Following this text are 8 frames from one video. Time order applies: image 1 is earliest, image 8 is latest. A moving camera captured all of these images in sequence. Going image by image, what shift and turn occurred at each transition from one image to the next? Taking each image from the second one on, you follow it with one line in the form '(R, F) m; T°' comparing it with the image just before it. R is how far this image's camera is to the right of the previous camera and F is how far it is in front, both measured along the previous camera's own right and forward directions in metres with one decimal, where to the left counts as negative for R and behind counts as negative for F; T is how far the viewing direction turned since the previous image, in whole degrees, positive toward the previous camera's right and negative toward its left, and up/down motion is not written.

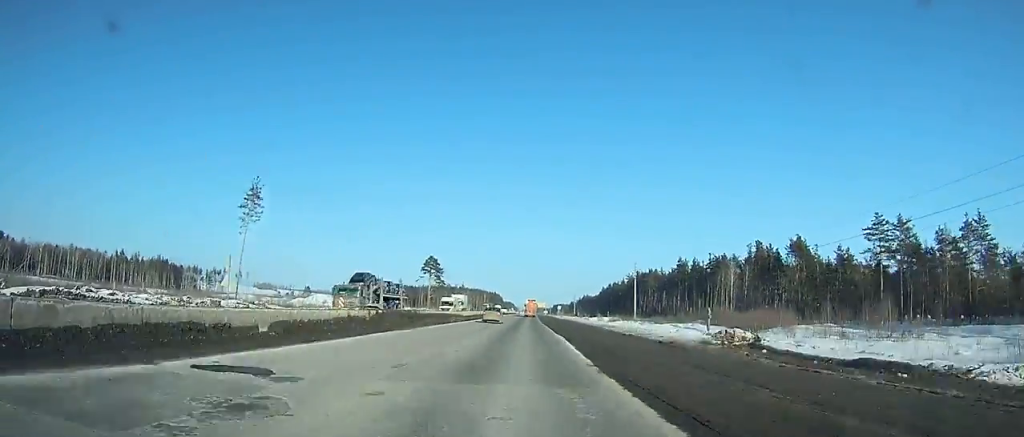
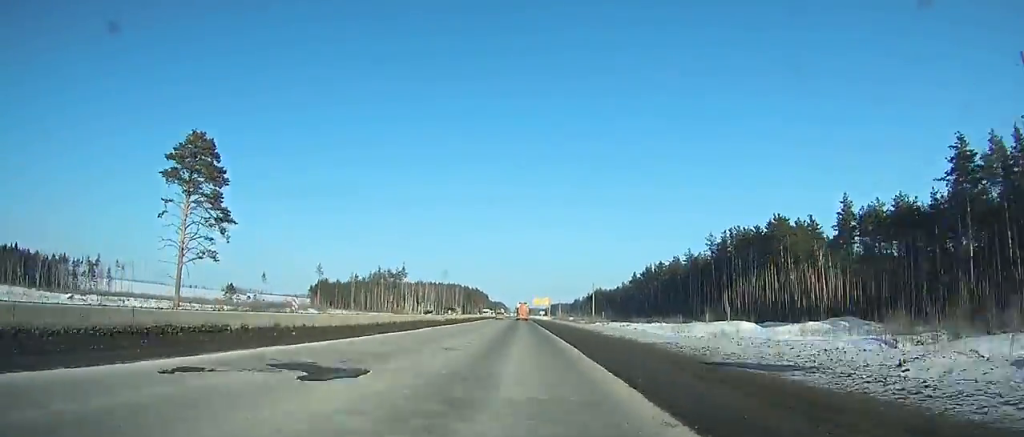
(0.0, +163.5) m; 0°
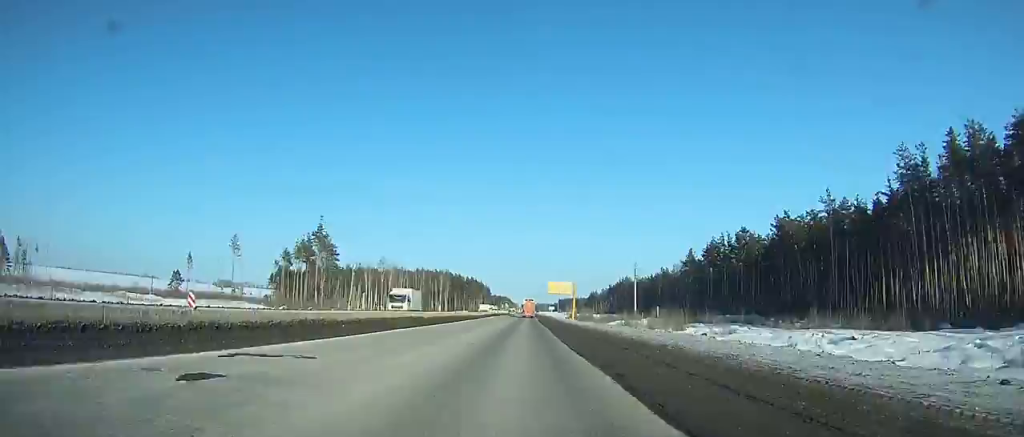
(-0.3, +91.9) m; 0°
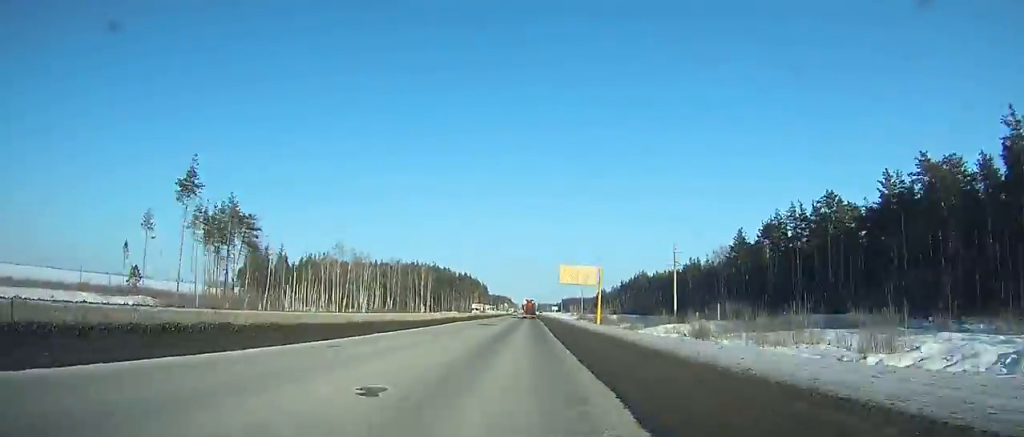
(0.0, +52.6) m; 0°
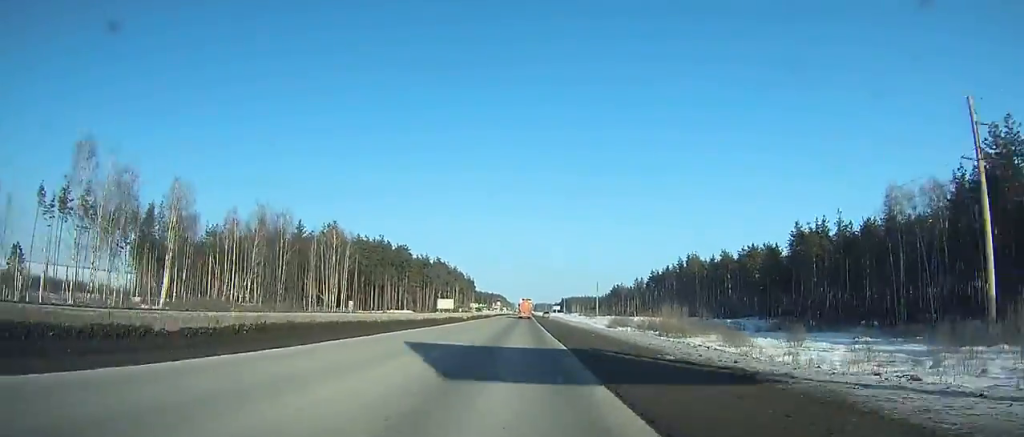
(+0.1, +106.0) m; 0°
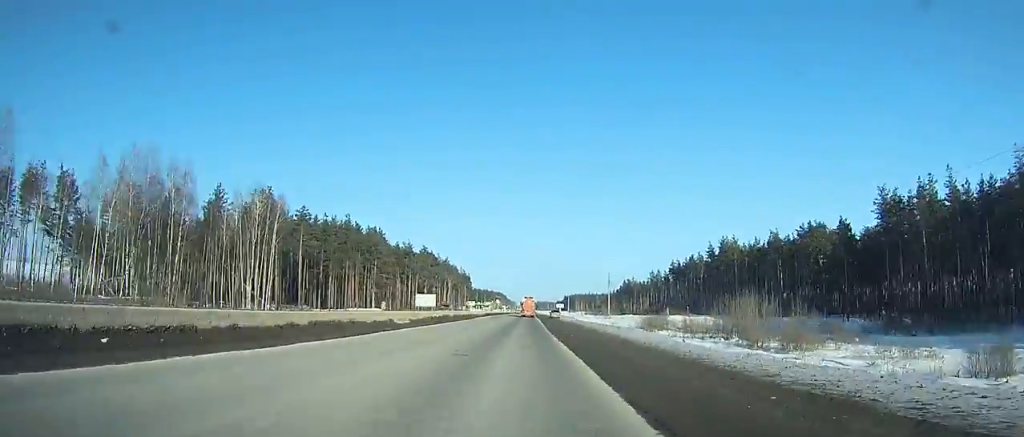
(0.0, +39.1) m; 0°
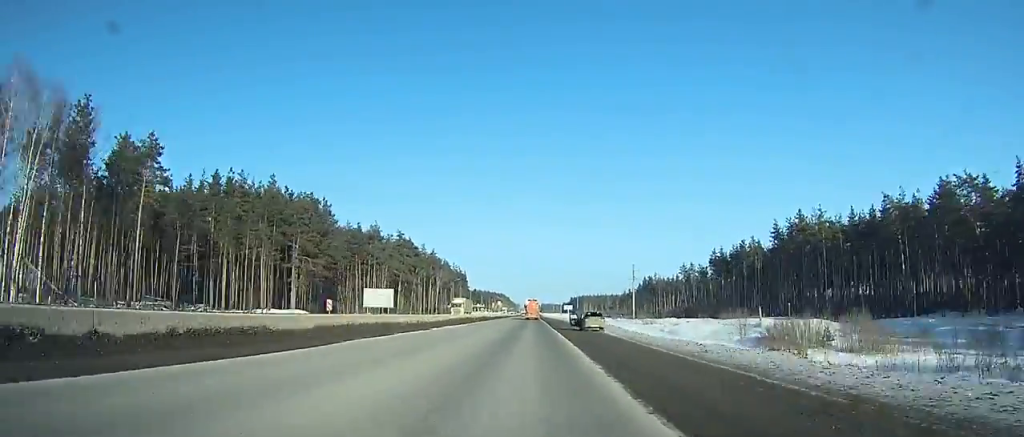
(0.0, +51.9) m; 0°
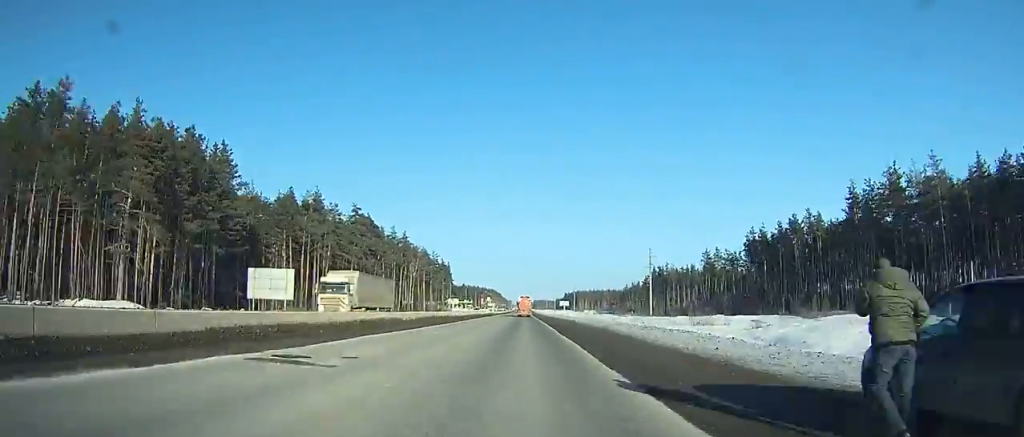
(+0.2, +40.9) m; 0°
